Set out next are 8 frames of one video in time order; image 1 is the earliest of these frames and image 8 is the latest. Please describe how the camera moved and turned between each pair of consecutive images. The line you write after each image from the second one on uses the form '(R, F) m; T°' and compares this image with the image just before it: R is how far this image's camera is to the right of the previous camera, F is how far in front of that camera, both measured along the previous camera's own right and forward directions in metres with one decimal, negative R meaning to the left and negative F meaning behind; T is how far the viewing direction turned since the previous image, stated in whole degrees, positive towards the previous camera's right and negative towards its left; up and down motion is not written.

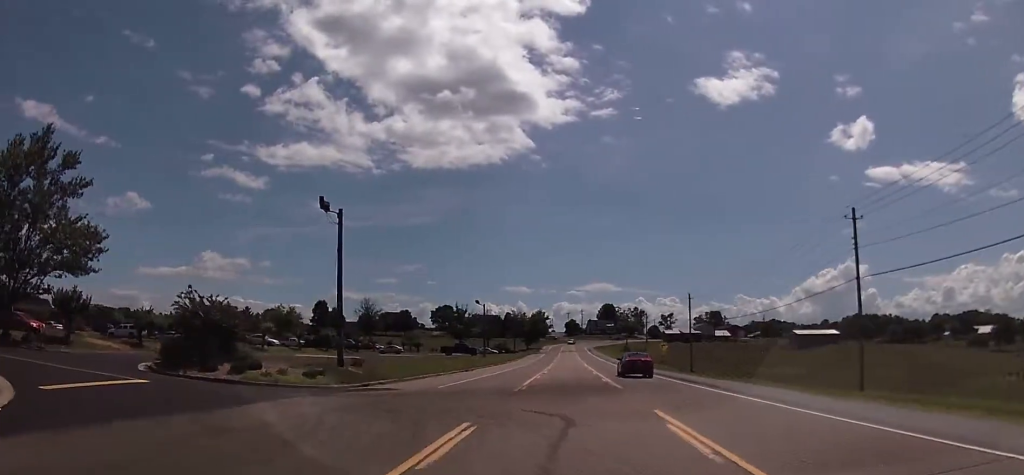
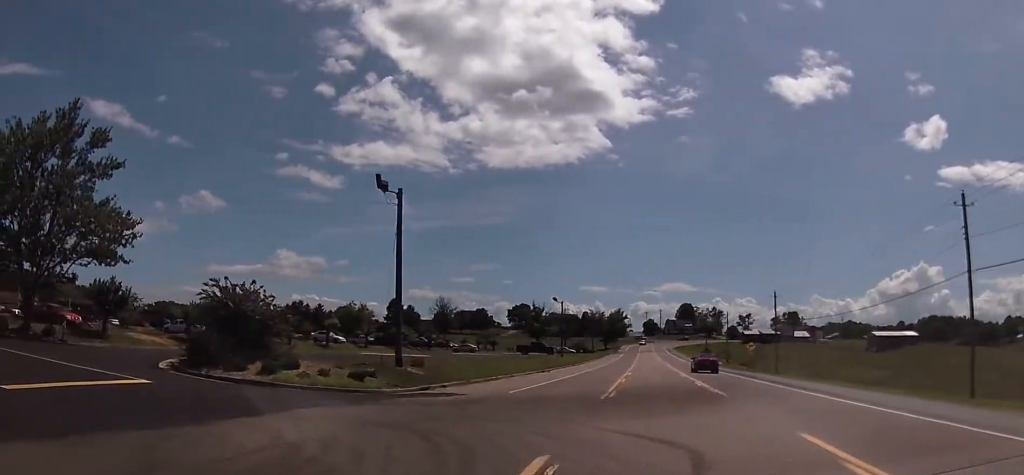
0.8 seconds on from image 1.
(-0.2, +4.2) m; -6°
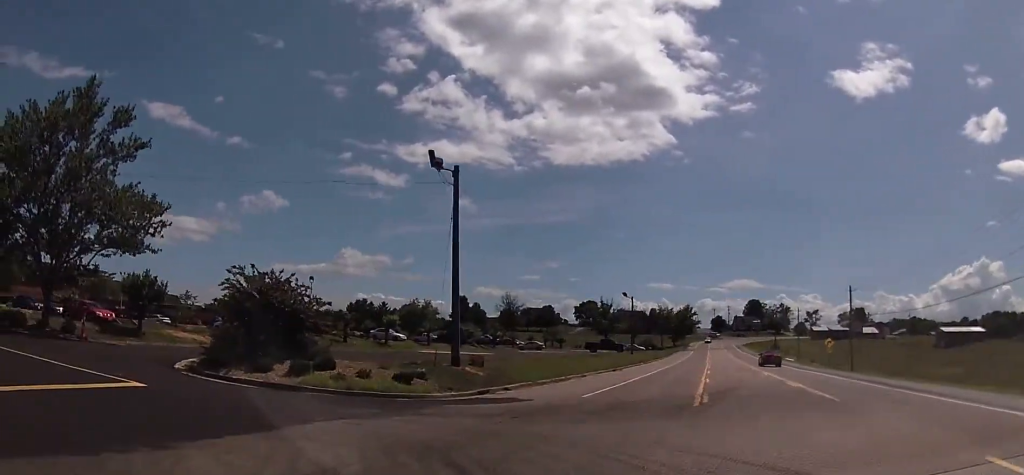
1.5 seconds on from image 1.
(-0.2, +3.4) m; -6°
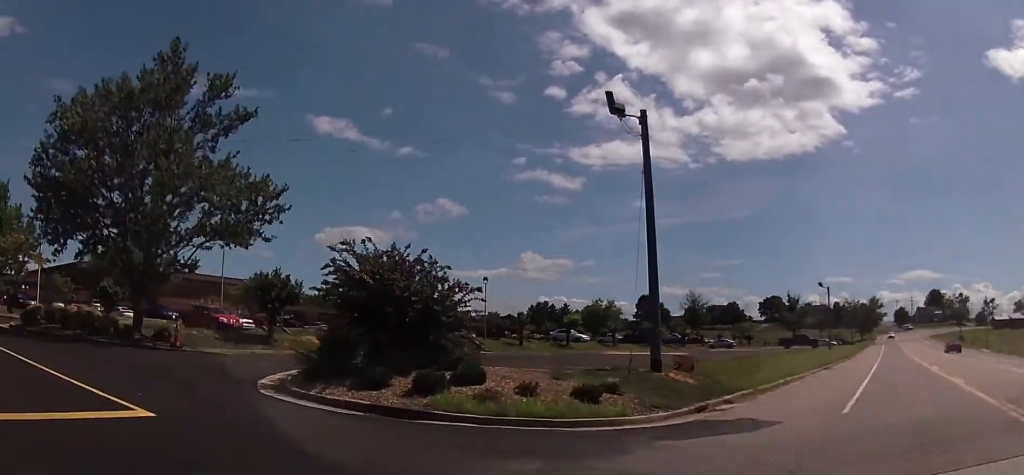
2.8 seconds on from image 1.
(-0.6, +5.8) m; -13°
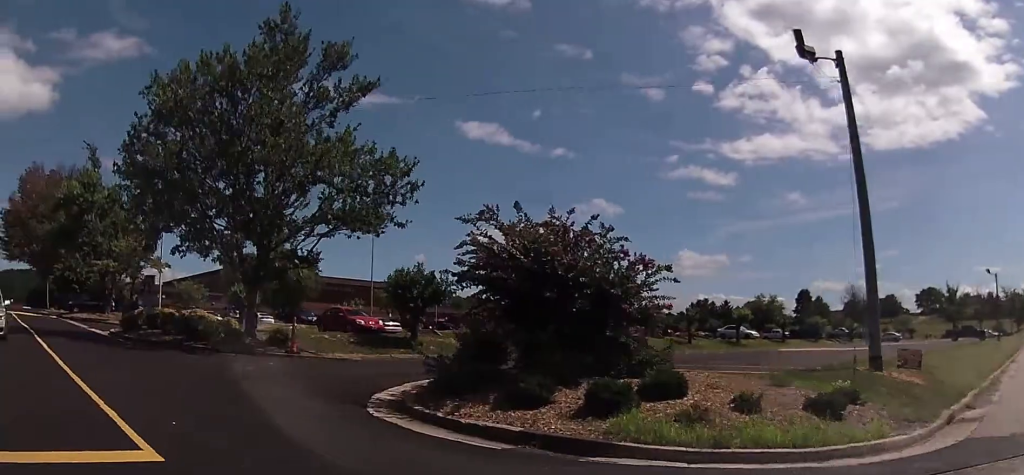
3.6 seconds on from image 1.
(-0.3, +3.5) m; -13°
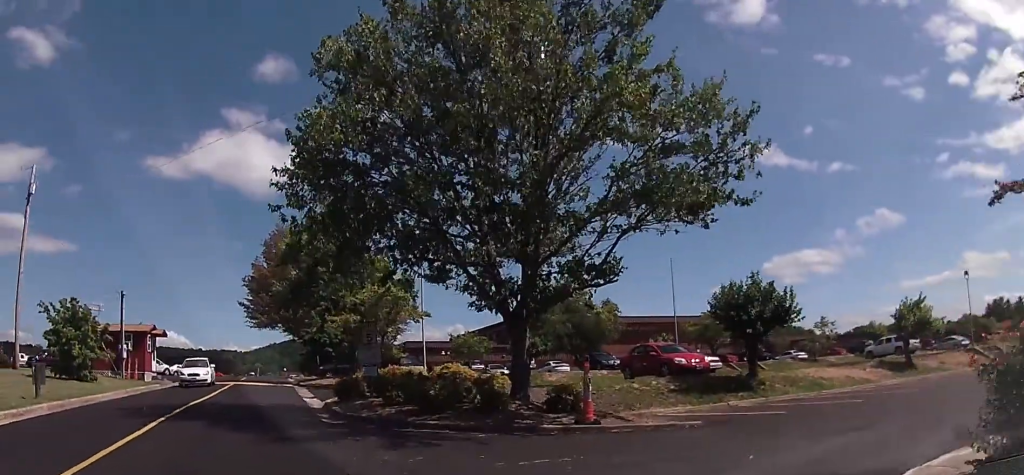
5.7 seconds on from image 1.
(-2.8, +7.8) m; -29°
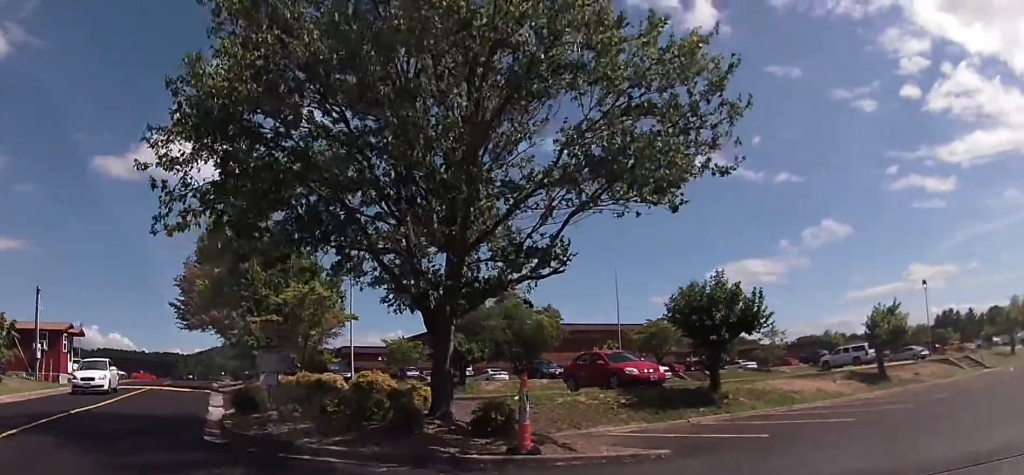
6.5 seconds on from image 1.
(0.0, +2.9) m; +4°
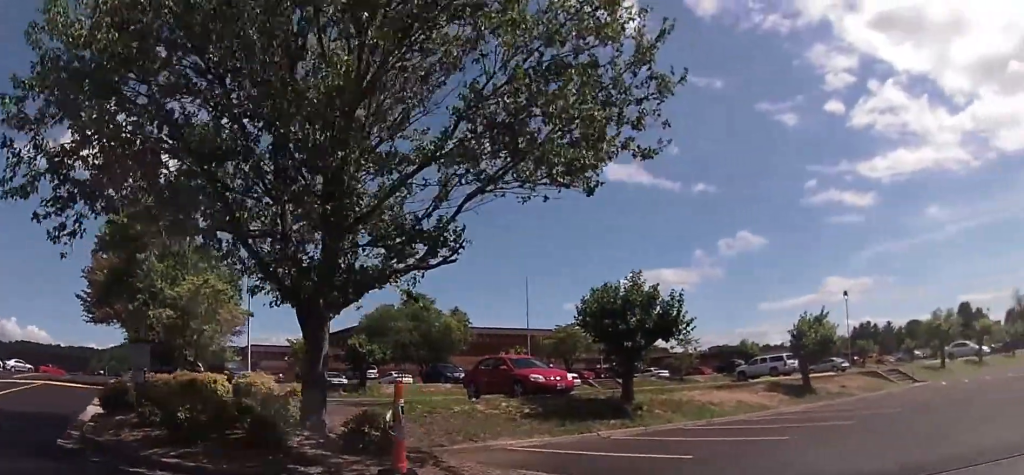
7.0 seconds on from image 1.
(0.0, +1.8) m; +5°
